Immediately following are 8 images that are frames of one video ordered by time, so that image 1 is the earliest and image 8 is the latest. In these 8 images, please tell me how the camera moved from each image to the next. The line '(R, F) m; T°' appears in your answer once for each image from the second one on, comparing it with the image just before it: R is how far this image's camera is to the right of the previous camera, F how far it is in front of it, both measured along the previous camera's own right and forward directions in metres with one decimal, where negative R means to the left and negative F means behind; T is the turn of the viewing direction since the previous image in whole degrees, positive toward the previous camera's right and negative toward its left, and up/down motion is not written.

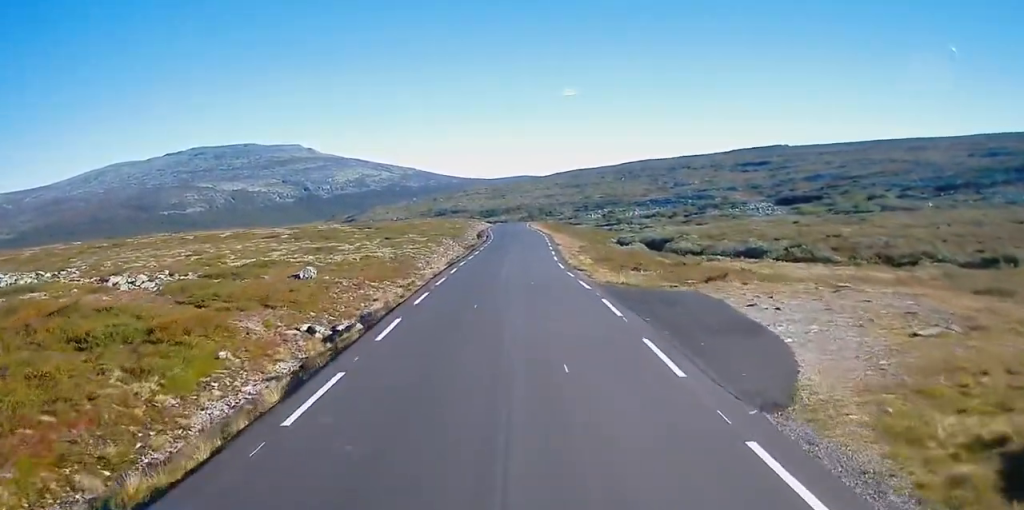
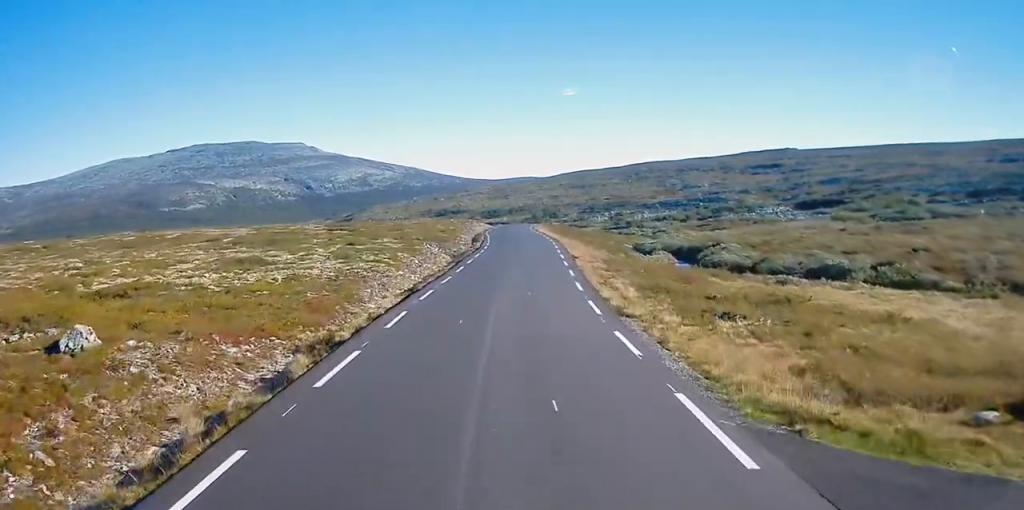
(+0.1, +15.9) m; 0°
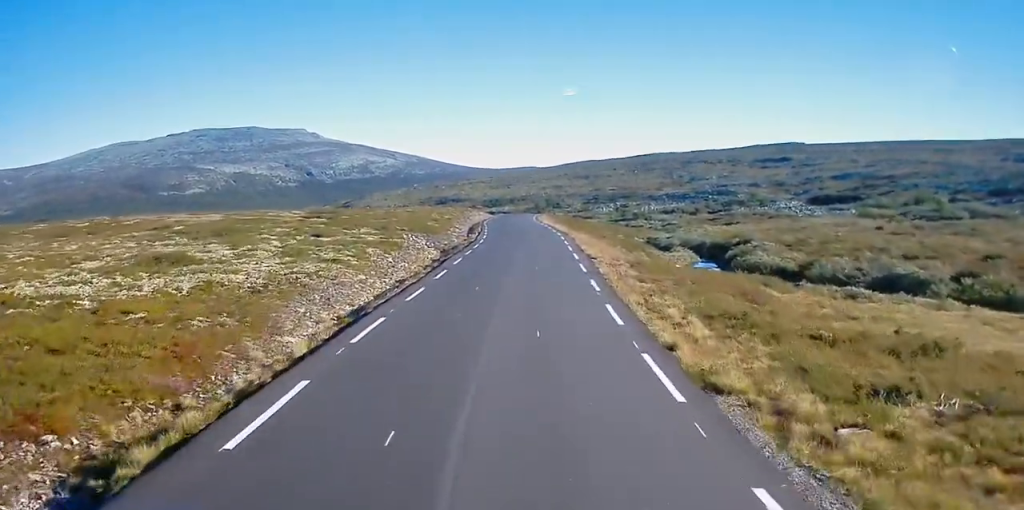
(0.0, +9.3) m; 0°
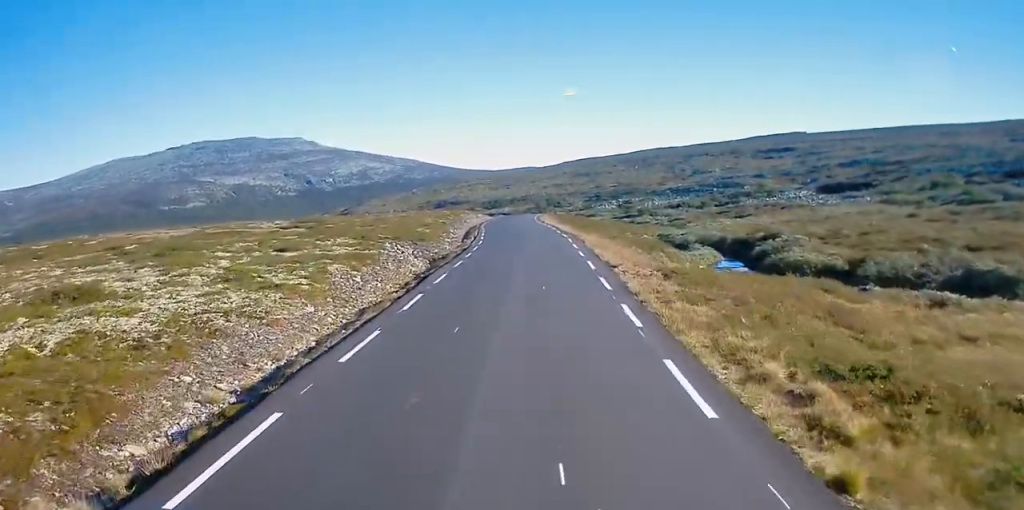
(0.0, +7.2) m; 0°
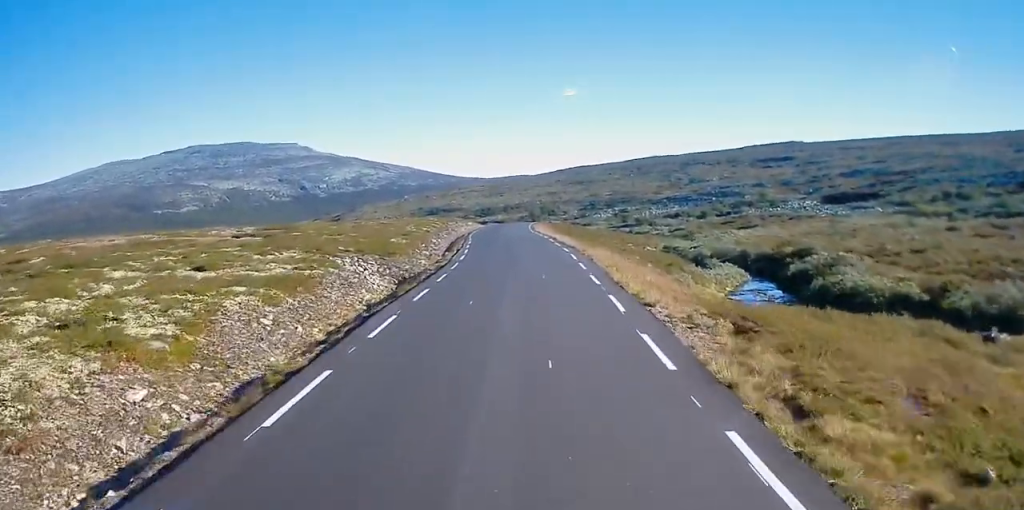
(0.0, +9.3) m; 0°
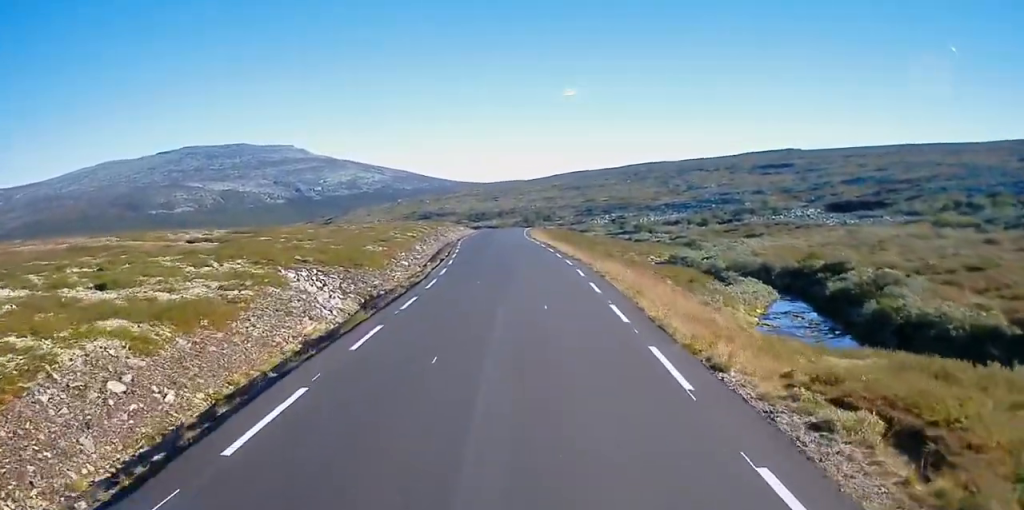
(0.0, +7.0) m; 0°
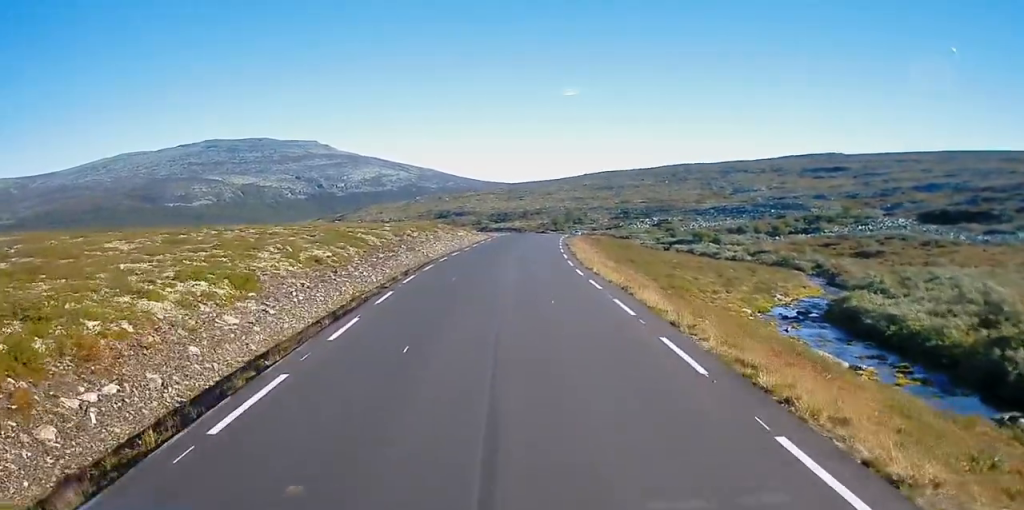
(-0.6, +41.1) m; -2°
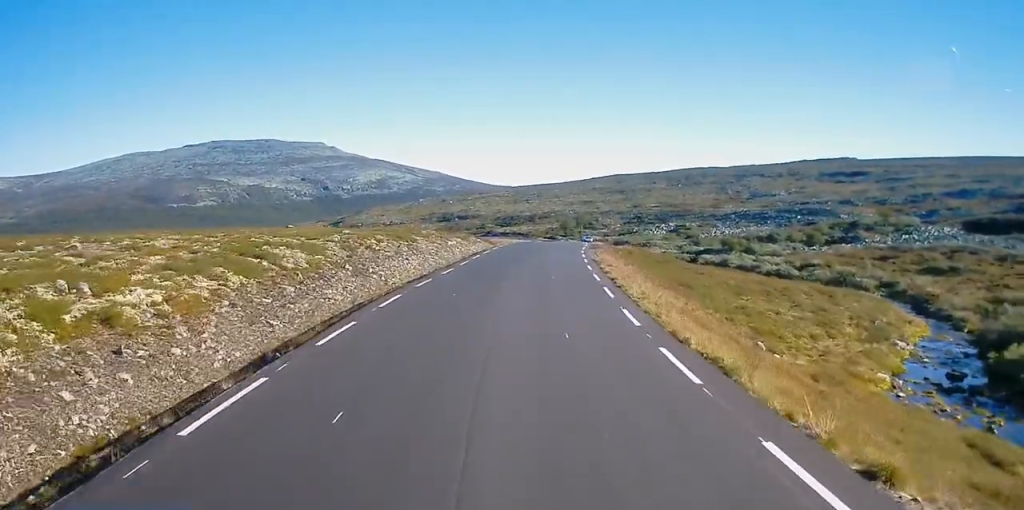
(0.0, +17.8) m; +1°
